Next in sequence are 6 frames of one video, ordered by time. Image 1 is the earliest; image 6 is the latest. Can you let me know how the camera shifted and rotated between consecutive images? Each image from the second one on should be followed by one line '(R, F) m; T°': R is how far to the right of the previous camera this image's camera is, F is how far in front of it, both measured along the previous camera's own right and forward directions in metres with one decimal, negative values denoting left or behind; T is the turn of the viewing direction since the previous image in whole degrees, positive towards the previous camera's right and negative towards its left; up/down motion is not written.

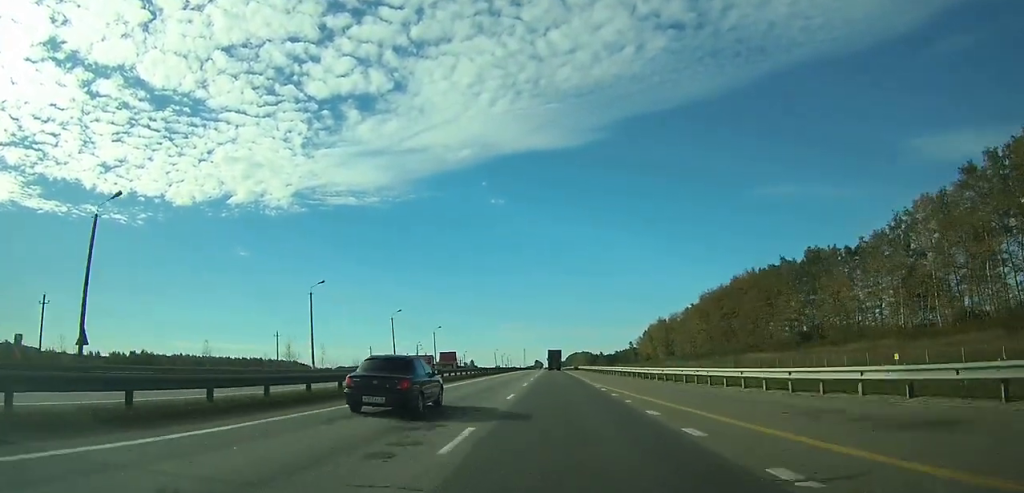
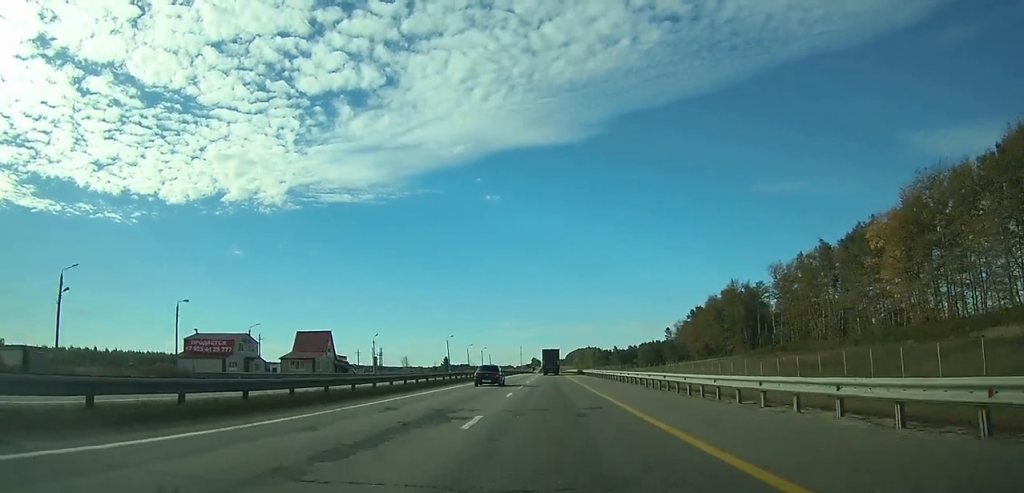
(+0.1, +126.4) m; 0°
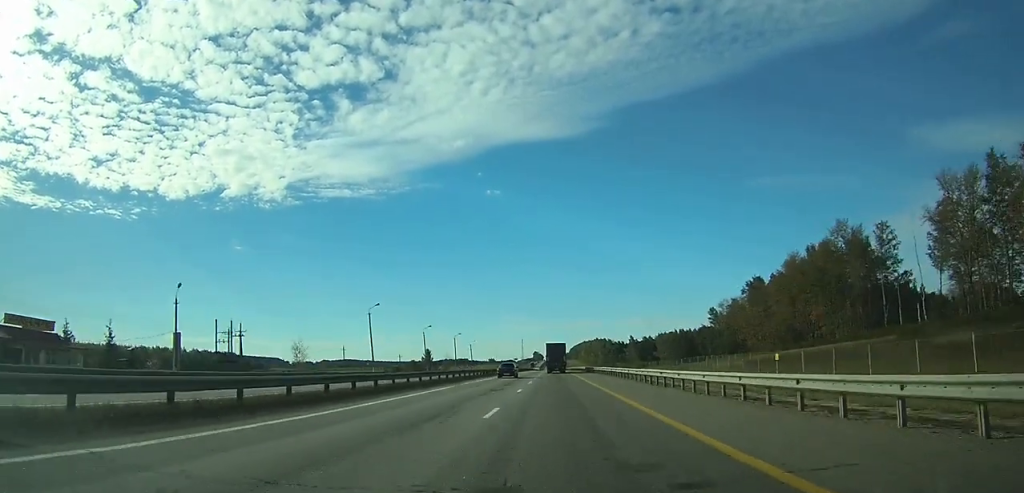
(0.0, +68.8) m; 0°
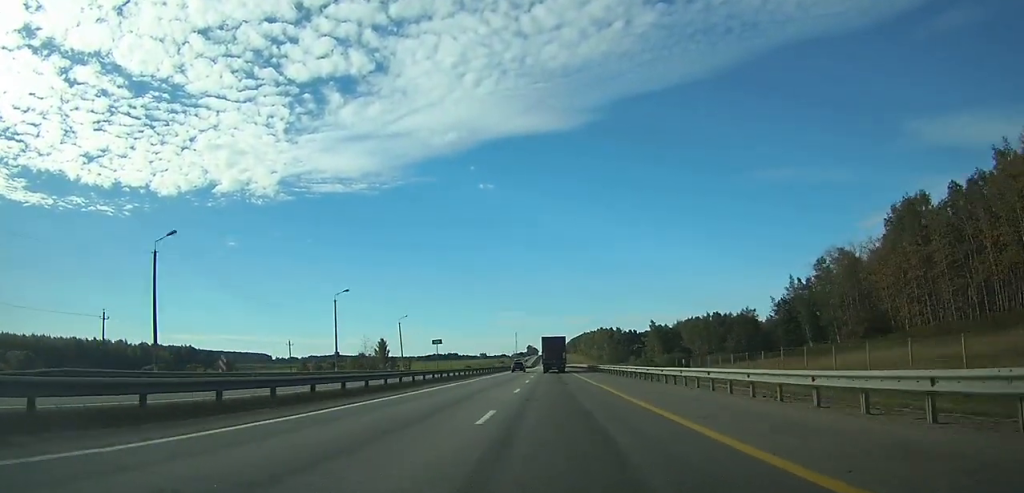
(-0.1, +84.3) m; 0°
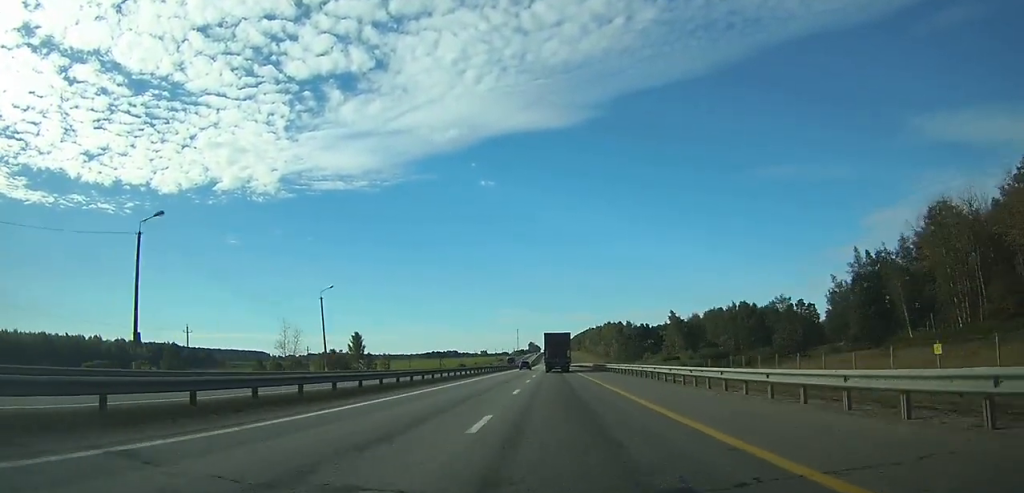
(0.0, +37.2) m; 0°
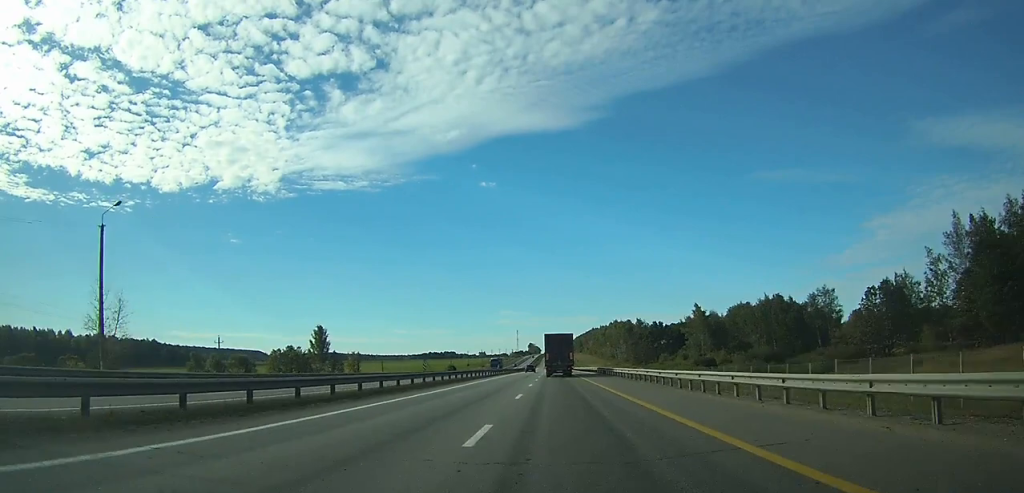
(0.0, +37.0) m; 0°
